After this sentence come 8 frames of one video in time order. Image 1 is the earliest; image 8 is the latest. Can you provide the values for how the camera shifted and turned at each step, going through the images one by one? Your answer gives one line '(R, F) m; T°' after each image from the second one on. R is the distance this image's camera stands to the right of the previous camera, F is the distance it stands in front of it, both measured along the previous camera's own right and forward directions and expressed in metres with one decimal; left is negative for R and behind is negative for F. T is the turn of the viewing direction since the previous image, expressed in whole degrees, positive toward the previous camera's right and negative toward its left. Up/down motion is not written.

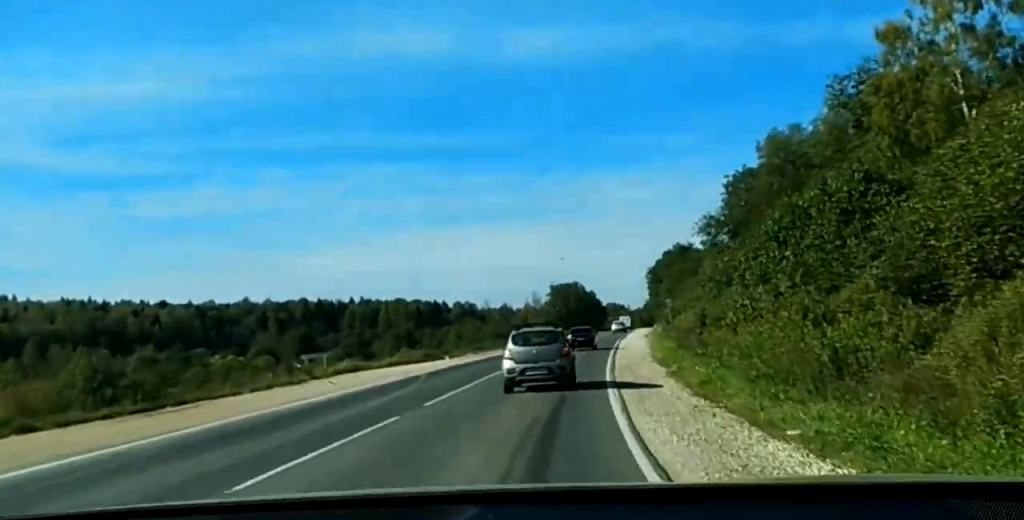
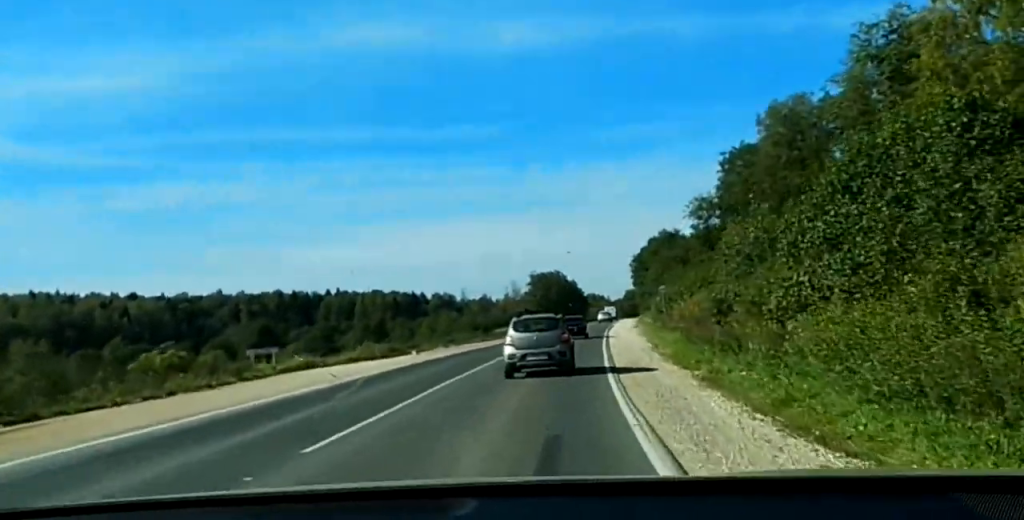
(+0.8, +10.4) m; +2°
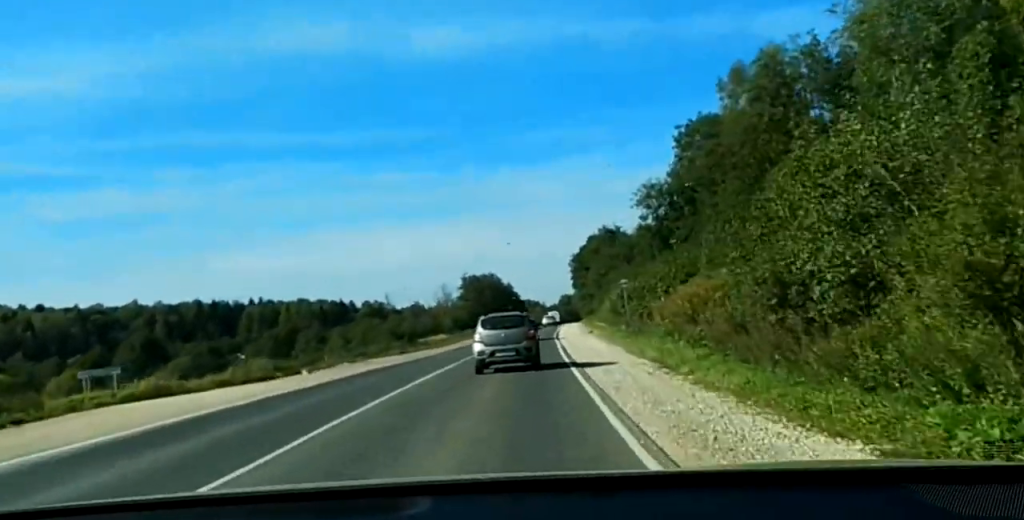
(0.0, +17.2) m; -1°
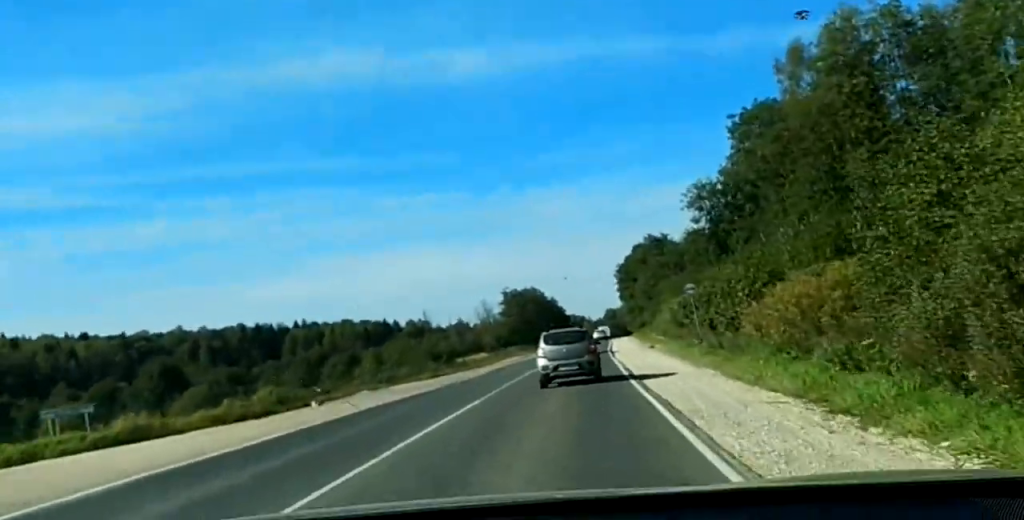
(-0.1, +10.6) m; -2°
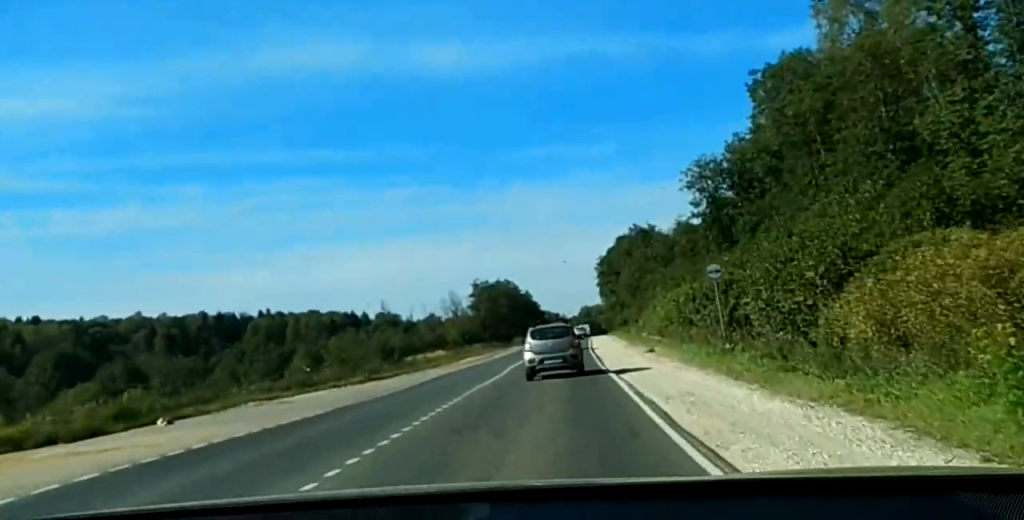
(-0.3, +14.6) m; +1°
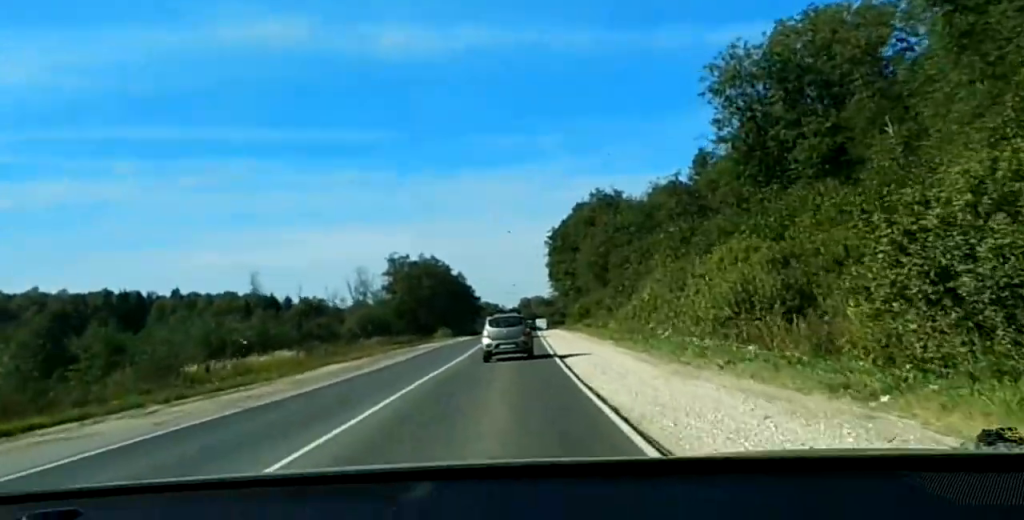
(+1.1, +36.2) m; +3°
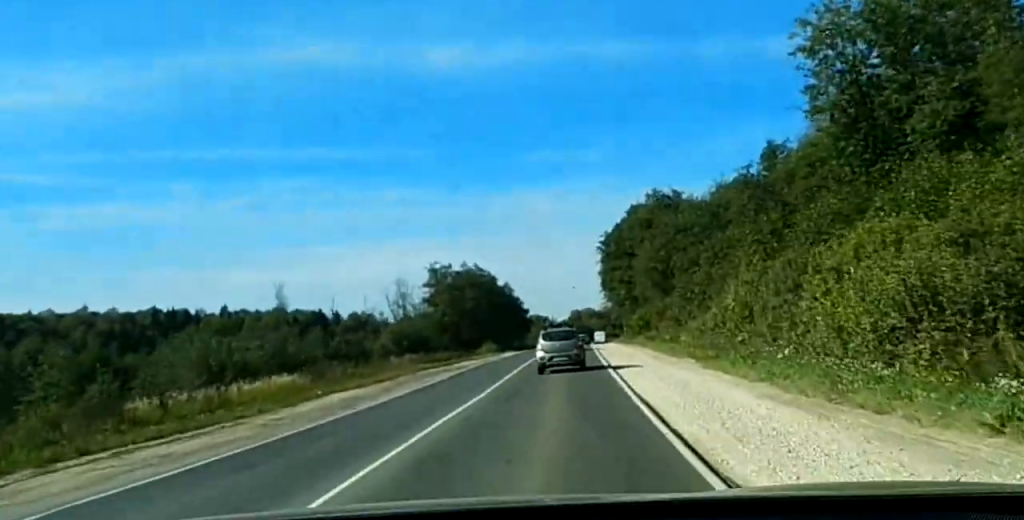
(+0.1, +9.6) m; 0°
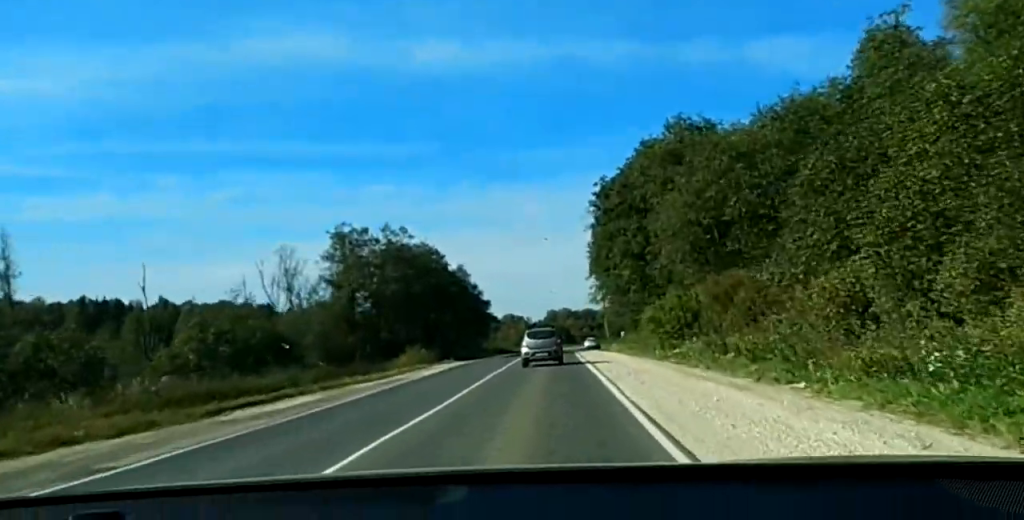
(-1.0, +43.1) m; -1°
